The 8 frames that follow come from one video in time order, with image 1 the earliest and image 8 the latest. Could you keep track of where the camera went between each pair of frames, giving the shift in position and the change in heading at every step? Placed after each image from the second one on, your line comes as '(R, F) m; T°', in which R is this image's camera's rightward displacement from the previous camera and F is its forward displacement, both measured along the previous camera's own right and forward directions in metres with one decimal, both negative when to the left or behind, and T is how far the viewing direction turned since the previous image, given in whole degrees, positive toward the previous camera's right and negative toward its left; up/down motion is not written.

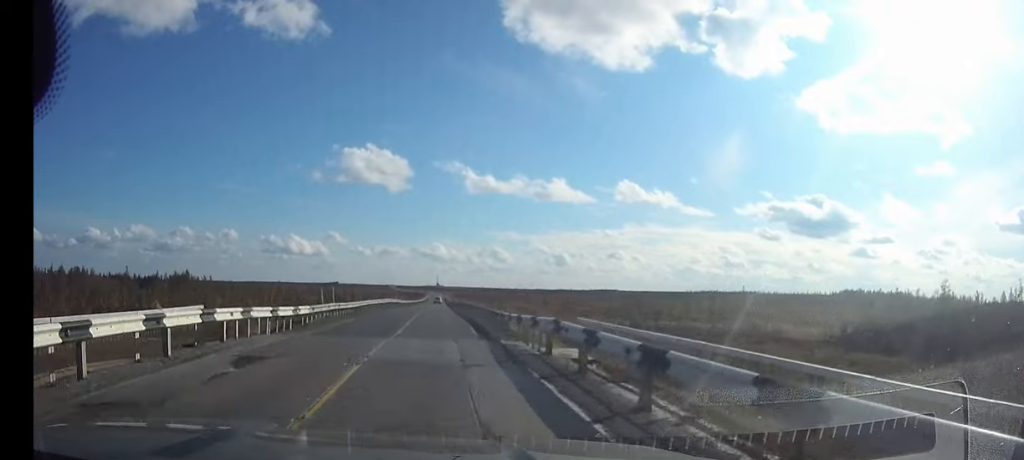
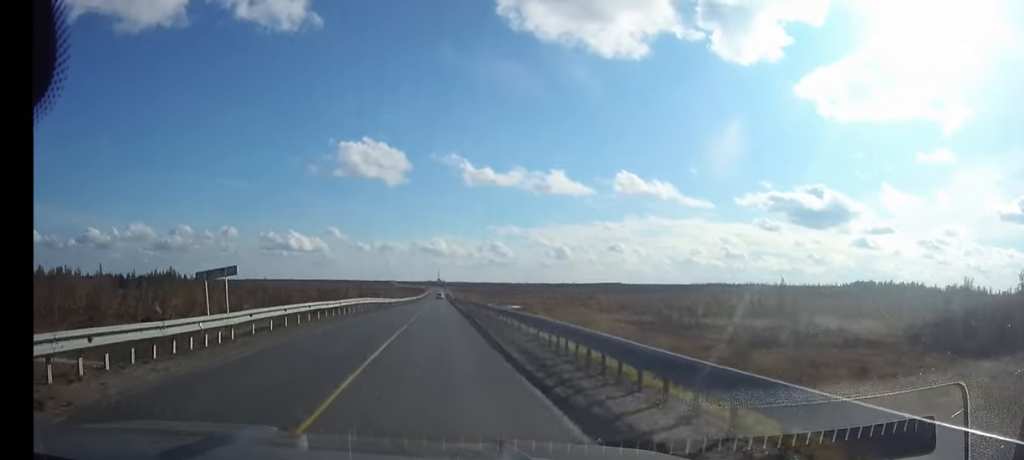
(0.0, +24.8) m; 0°
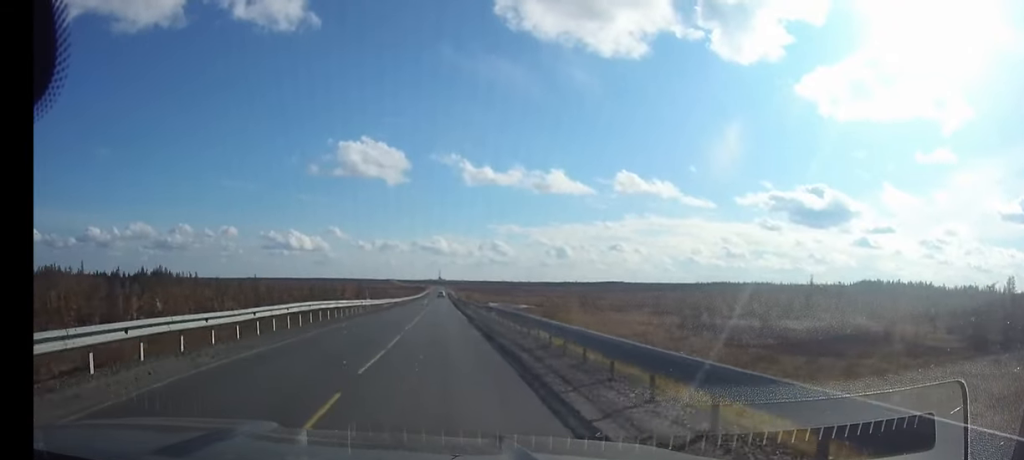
(-0.1, +15.8) m; 0°
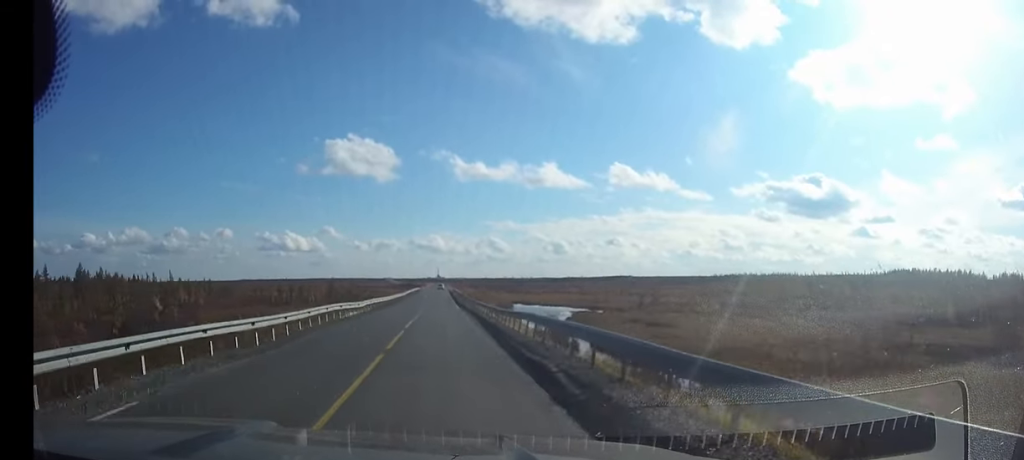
(+0.2, +83.3) m; 0°
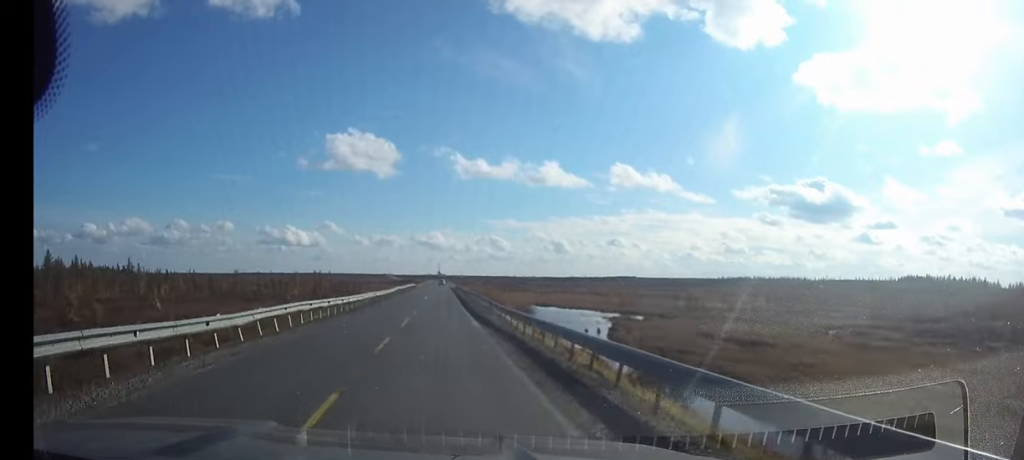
(0.0, +28.2) m; 0°
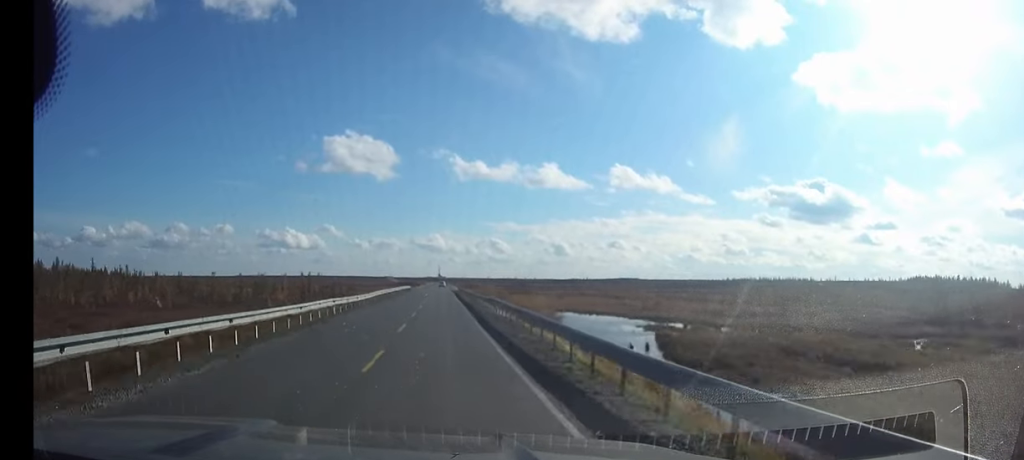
(0.0, +19.9) m; 0°
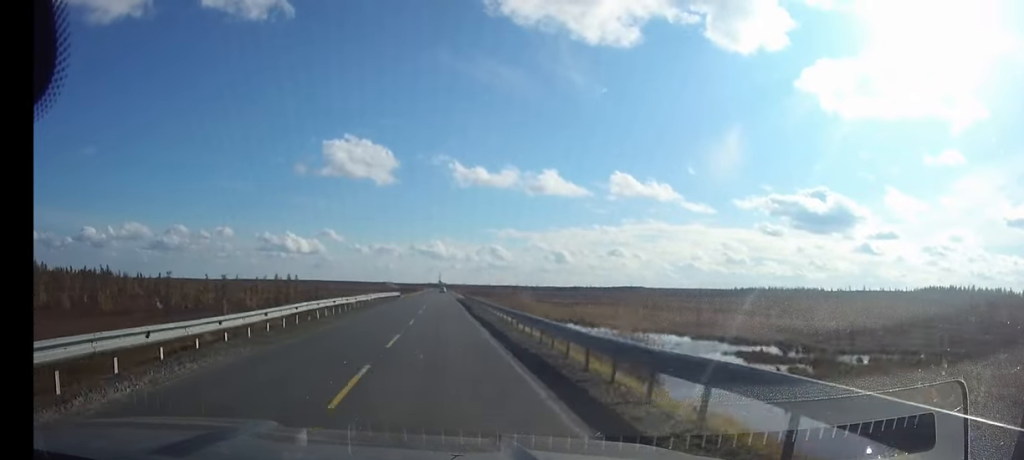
(0.0, +31.3) m; 0°
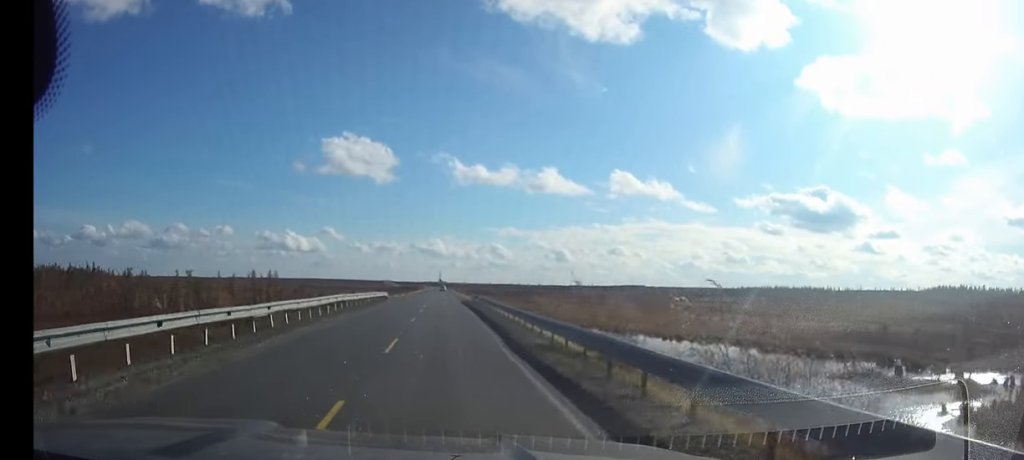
(0.0, +20.9) m; 0°
